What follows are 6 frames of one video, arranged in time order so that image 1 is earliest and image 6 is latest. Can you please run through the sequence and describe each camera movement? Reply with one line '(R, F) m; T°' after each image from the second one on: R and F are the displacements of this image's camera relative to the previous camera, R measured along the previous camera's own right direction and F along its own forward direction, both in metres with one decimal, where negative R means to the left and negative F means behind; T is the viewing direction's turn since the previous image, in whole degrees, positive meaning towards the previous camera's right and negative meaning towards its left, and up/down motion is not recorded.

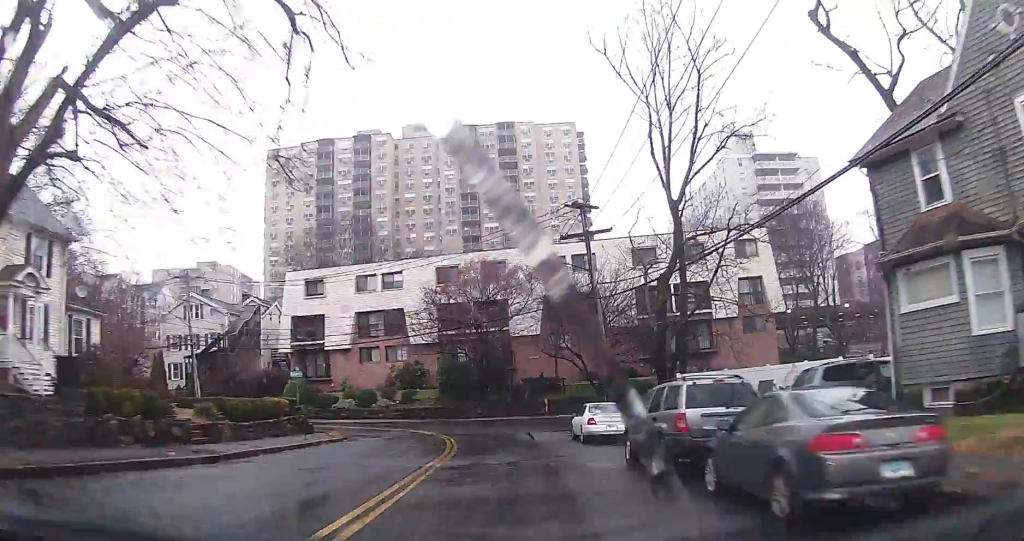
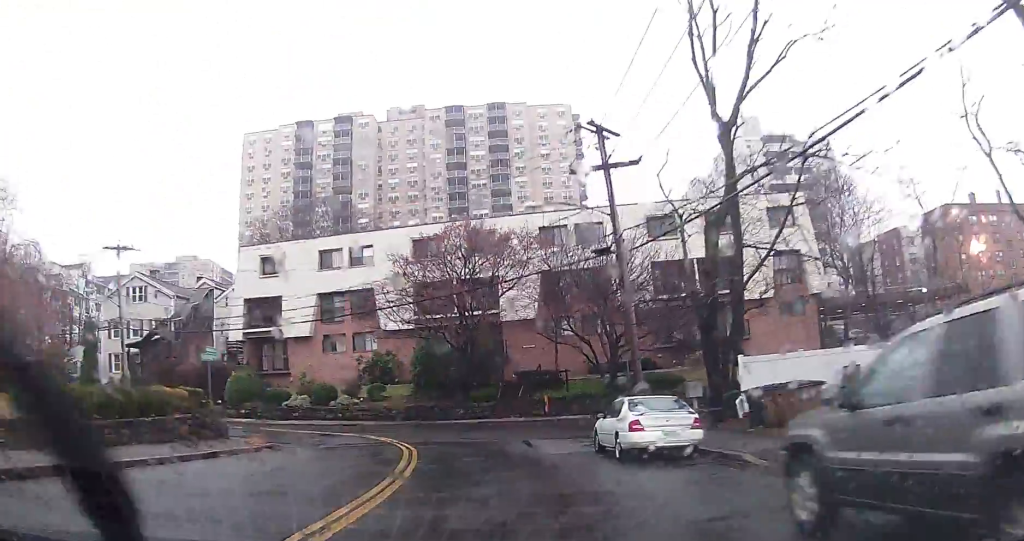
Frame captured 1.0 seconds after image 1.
(+0.3, +8.3) m; +1°
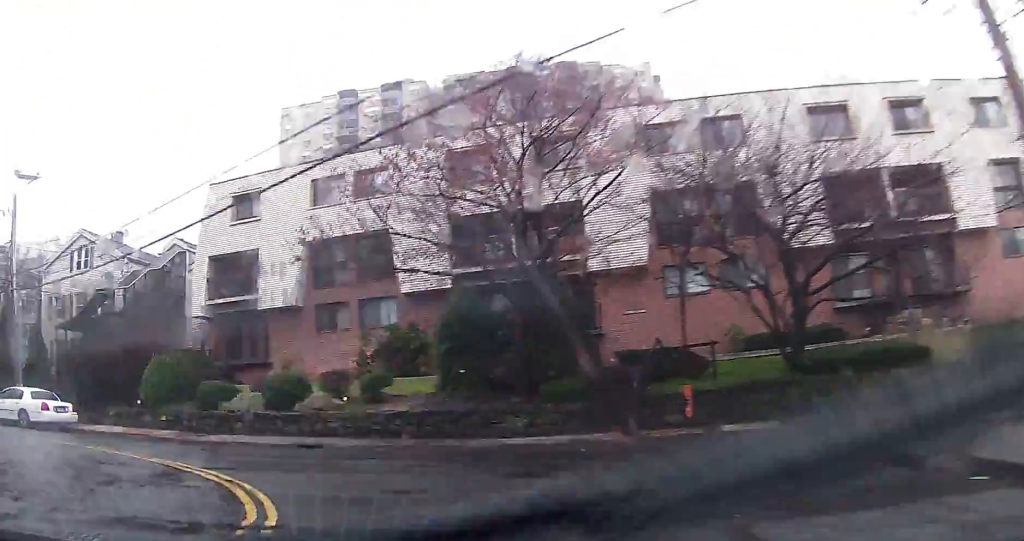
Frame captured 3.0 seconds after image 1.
(-0.3, +17.3) m; -7°
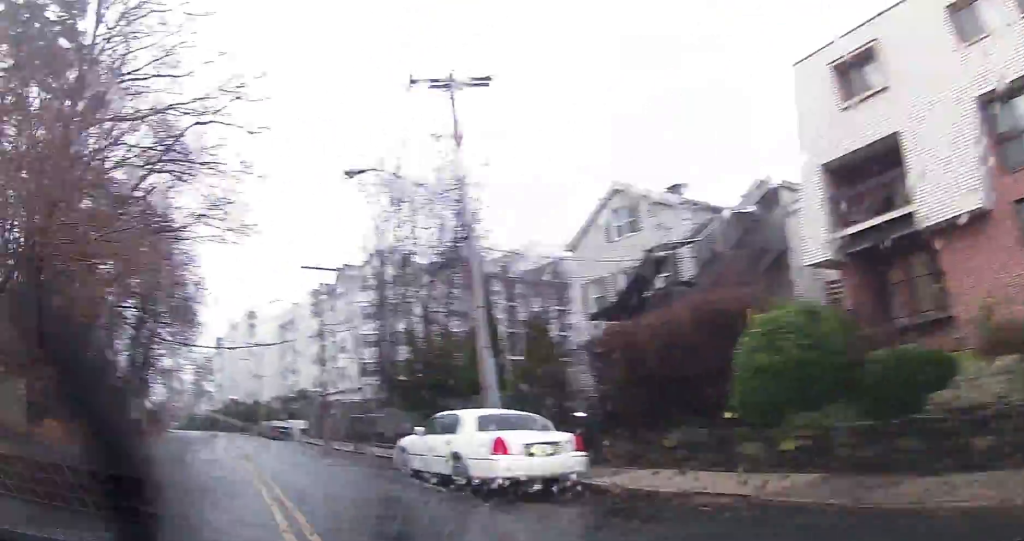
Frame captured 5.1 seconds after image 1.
(-5.3, +12.7) m; -48°
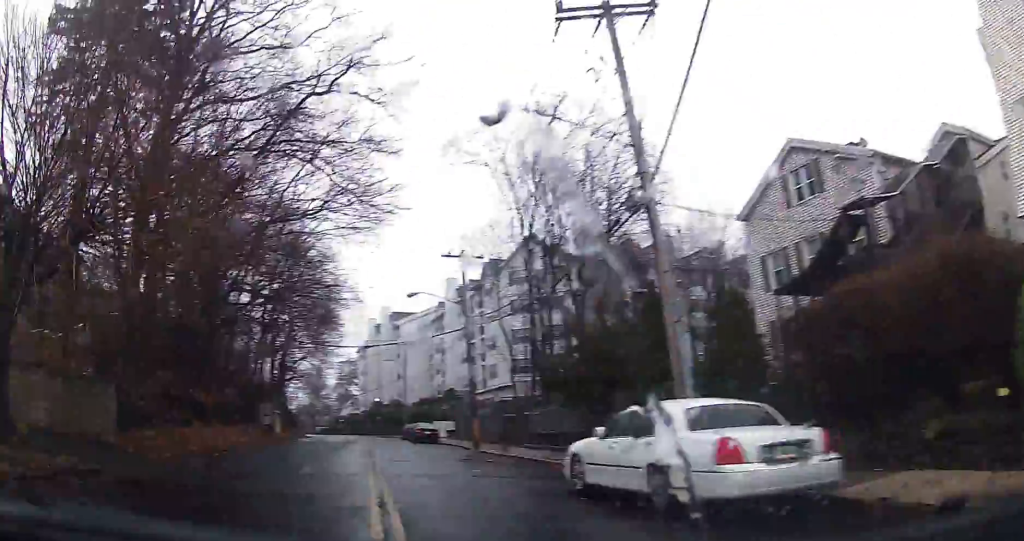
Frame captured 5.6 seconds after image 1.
(-0.1, +3.4) m; -9°
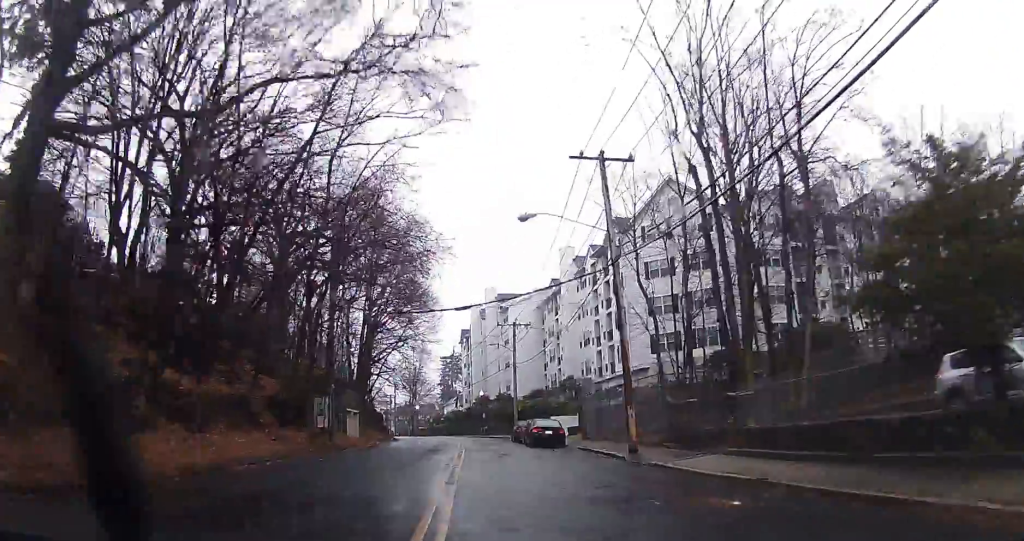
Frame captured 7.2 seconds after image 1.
(-2.2, +12.4) m; -13°
